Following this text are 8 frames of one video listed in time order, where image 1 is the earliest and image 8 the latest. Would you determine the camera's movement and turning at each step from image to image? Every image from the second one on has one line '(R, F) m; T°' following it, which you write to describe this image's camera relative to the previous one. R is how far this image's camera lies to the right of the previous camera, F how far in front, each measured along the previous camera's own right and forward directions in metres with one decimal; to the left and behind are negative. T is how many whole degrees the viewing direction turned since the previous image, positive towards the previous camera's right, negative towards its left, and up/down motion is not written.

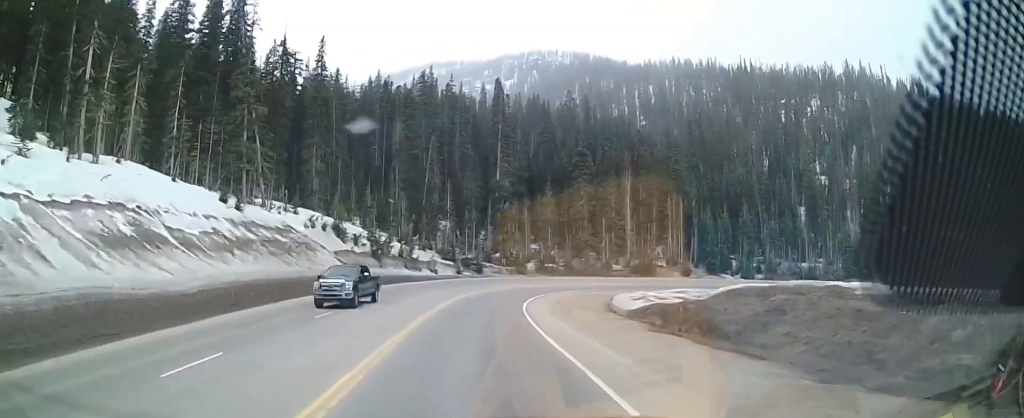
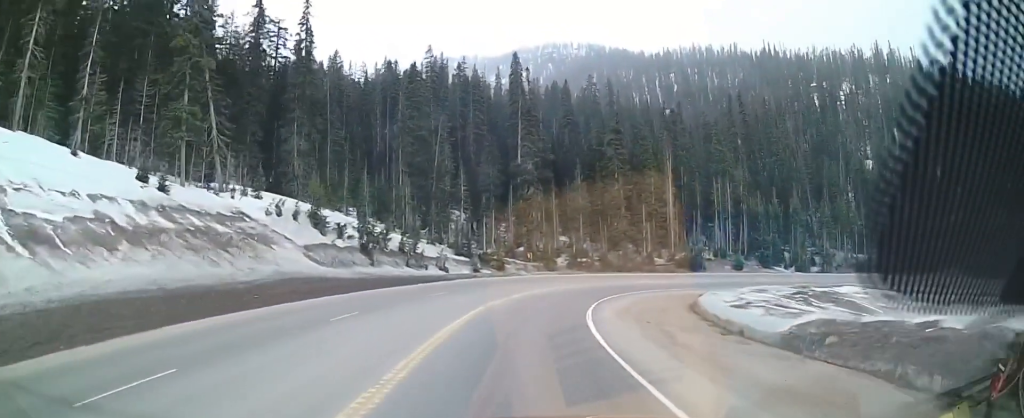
(-0.1, +15.0) m; +1°
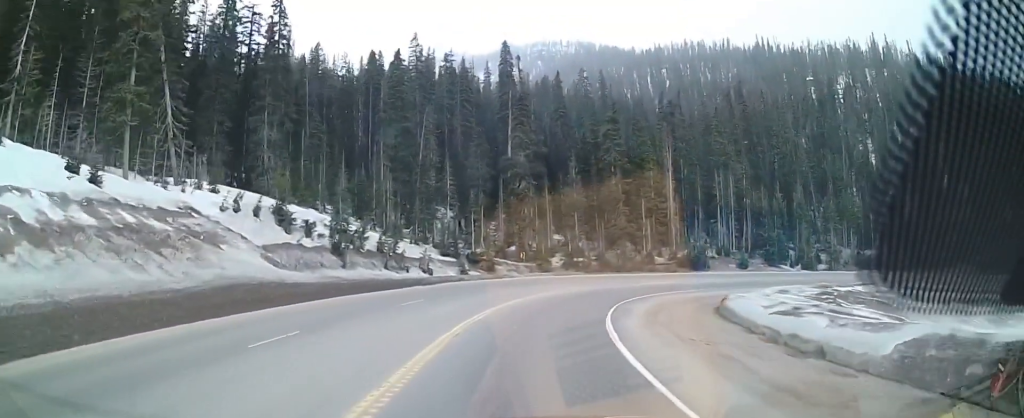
(-0.1, +5.9) m; +1°
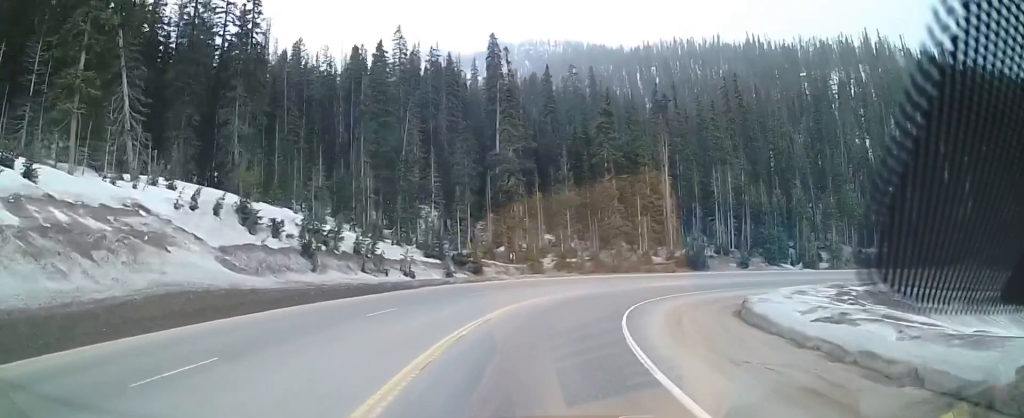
(+0.2, +4.3) m; +1°
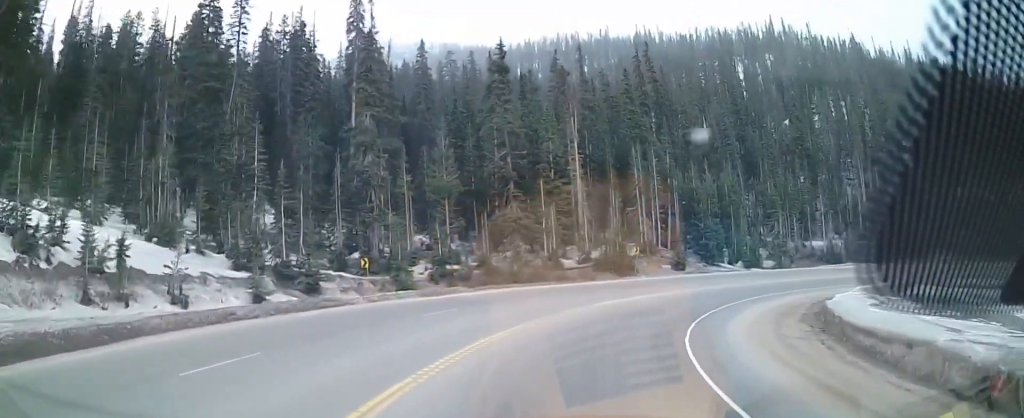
(+1.5, +21.5) m; +12°
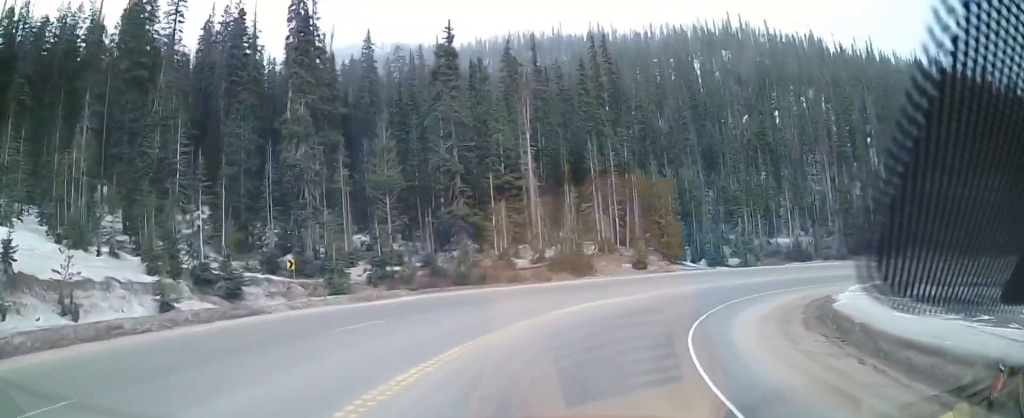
(0.0, +4.7) m; +5°
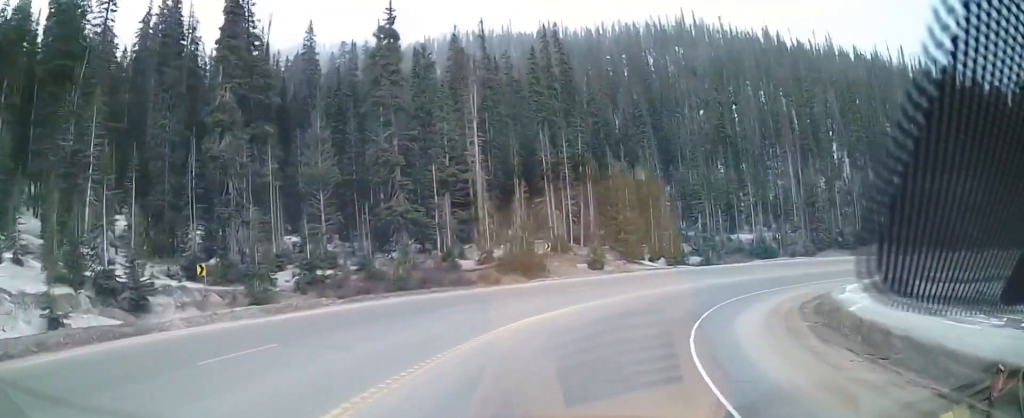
(+0.5, +4.5) m; +4°
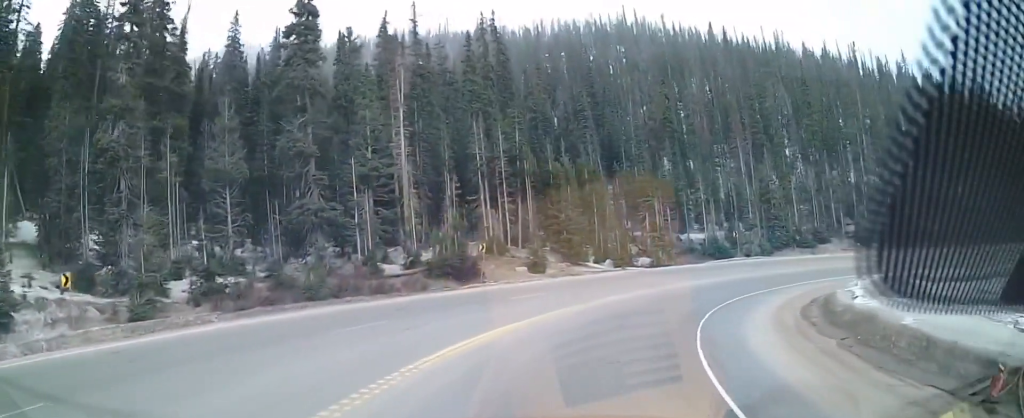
(+0.3, +5.7) m; +4°
